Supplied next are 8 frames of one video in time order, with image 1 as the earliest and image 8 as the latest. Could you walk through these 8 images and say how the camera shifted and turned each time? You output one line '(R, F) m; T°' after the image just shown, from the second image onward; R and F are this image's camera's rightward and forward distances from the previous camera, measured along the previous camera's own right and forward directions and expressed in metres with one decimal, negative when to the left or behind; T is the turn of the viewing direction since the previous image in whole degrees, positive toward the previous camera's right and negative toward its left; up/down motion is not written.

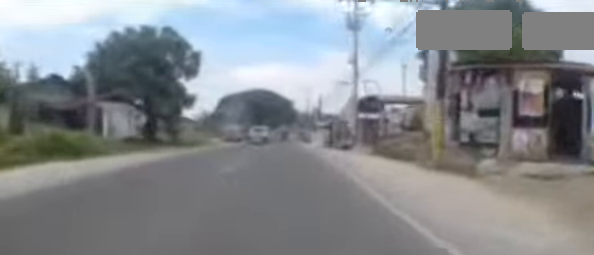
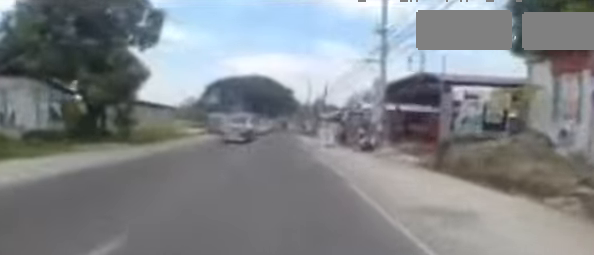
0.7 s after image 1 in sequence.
(-0.3, +7.3) m; -2°
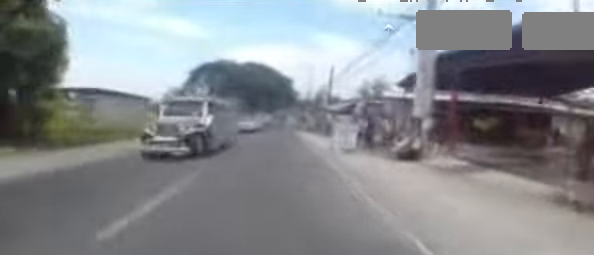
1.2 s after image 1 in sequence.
(-0.1, +5.8) m; -1°
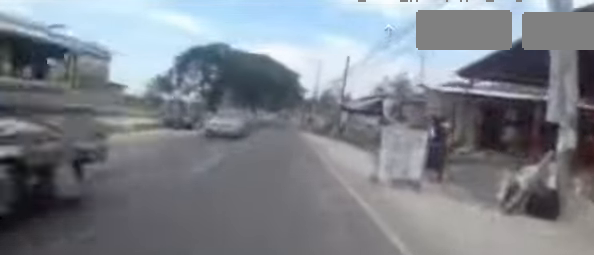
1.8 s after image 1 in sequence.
(+0.1, +6.2) m; -2°
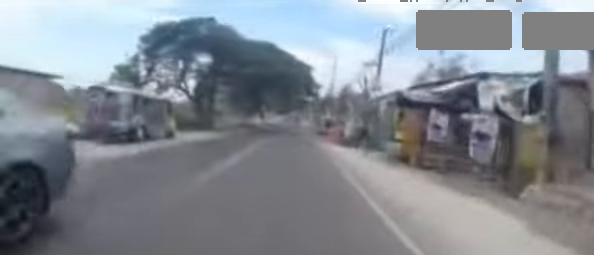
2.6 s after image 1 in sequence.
(-0.4, +8.9) m; +2°
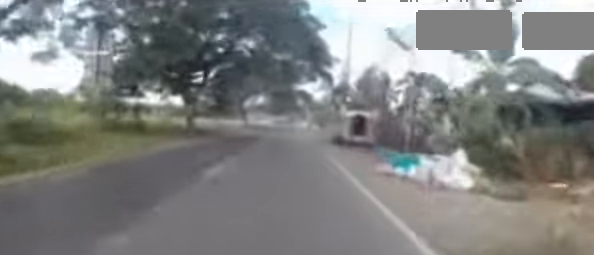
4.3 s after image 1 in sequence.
(+0.6, +18.3) m; 0°
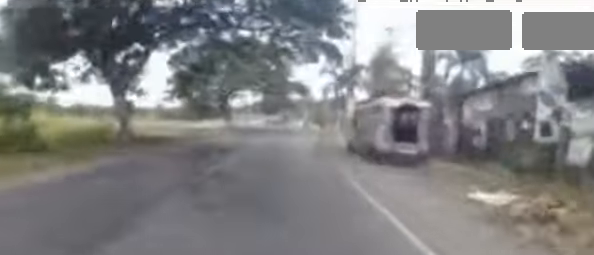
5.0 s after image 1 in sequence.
(-0.5, +7.2) m; -2°
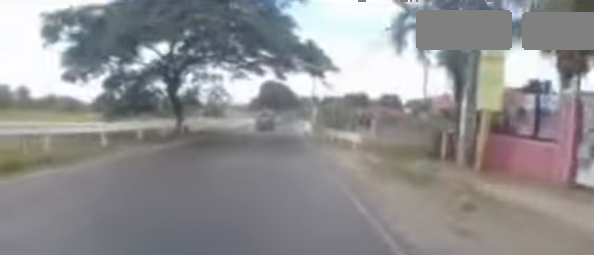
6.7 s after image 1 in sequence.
(+0.1, +18.6) m; +2°
